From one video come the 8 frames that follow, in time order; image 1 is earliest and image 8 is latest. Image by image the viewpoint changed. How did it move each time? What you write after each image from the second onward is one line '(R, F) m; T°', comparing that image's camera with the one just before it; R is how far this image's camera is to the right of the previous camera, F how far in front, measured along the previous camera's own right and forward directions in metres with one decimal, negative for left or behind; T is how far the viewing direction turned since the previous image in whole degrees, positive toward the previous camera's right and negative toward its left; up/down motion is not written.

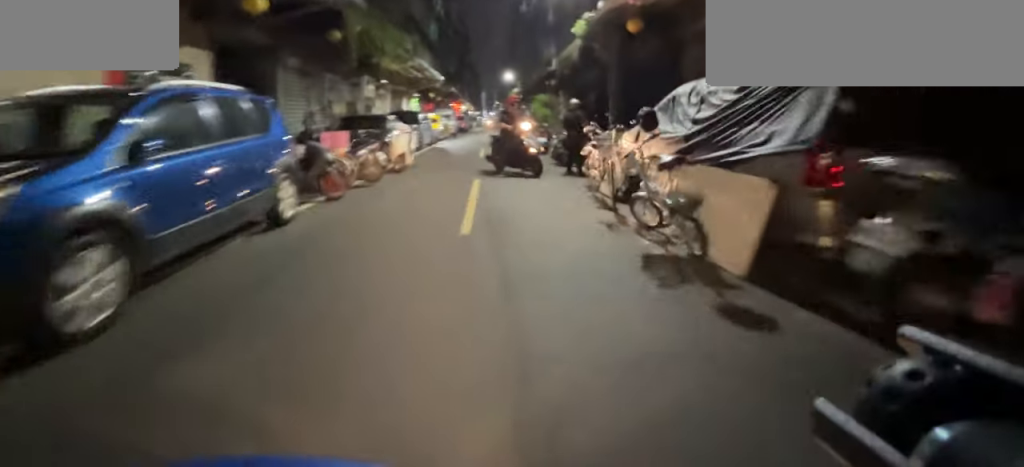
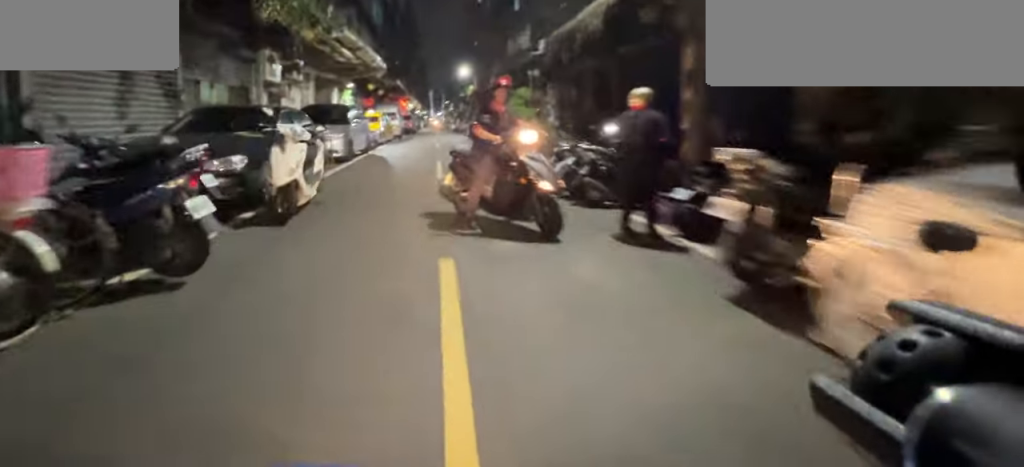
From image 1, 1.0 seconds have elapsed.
(0.0, +4.2) m; 0°
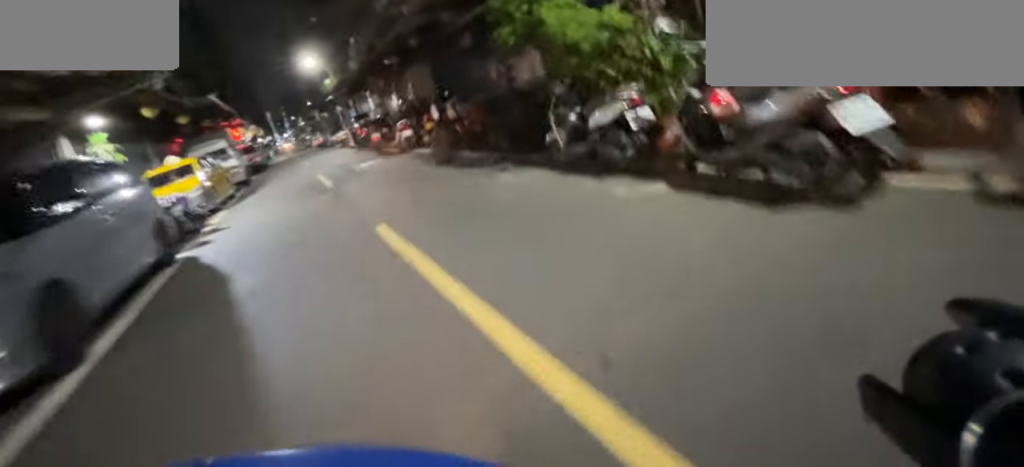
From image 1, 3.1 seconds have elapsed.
(-0.1, +11.0) m; -1°
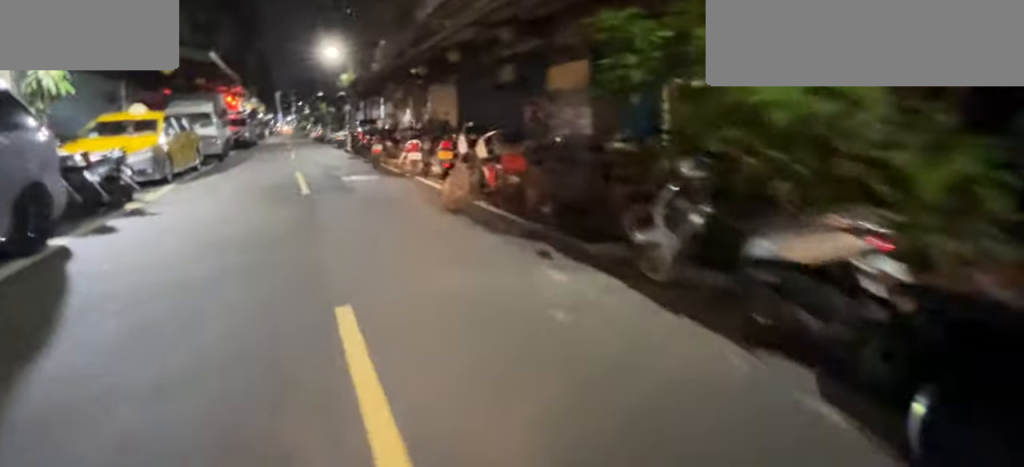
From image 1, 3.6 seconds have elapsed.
(0.0, +2.8) m; 0°
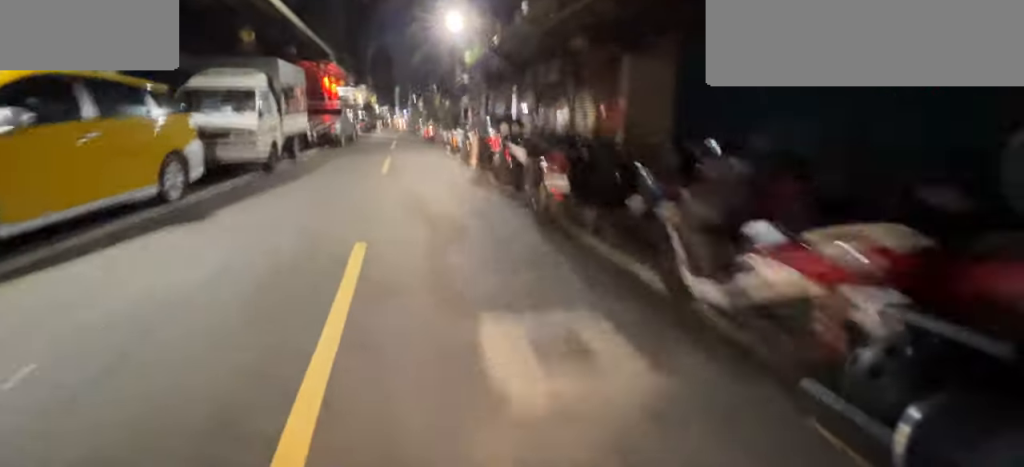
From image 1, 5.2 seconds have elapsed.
(-0.1, +10.3) m; -2°
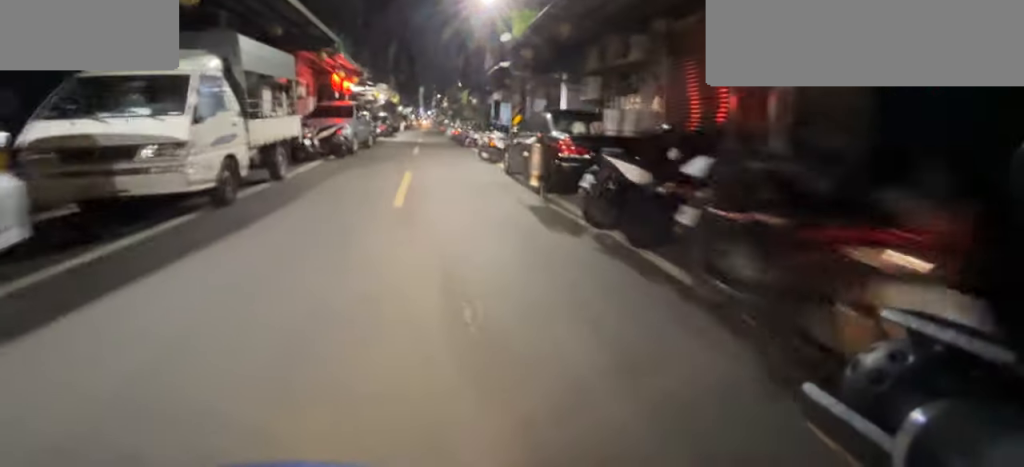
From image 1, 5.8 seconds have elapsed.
(0.0, +4.0) m; -1°
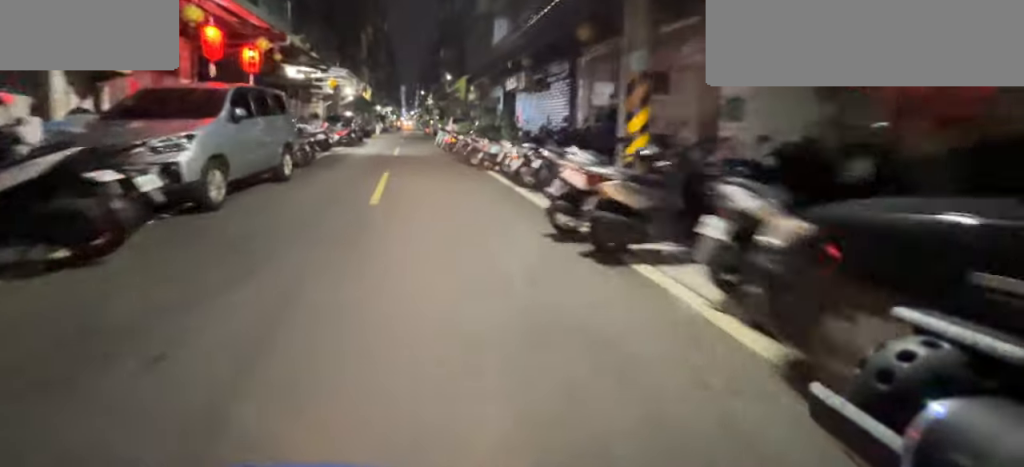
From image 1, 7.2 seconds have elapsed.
(0.0, +9.2) m; 0°
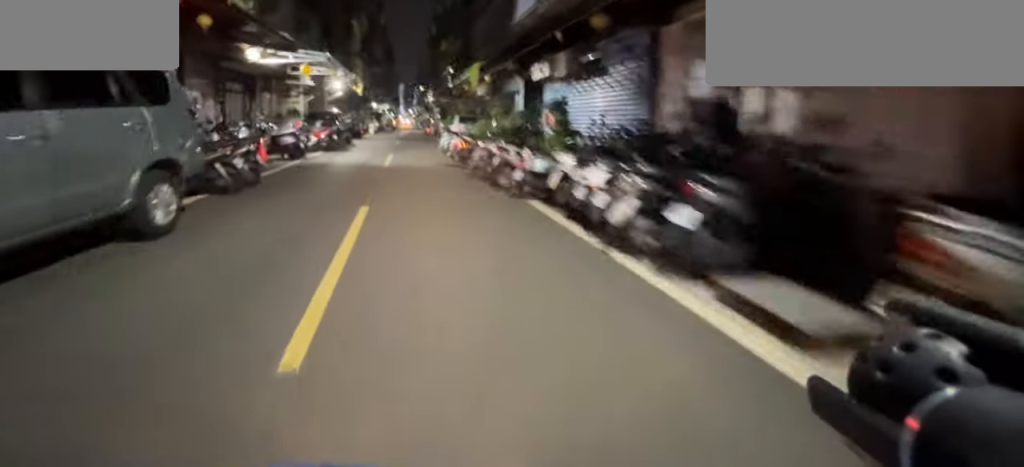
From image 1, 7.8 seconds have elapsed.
(0.0, +4.3) m; 0°
